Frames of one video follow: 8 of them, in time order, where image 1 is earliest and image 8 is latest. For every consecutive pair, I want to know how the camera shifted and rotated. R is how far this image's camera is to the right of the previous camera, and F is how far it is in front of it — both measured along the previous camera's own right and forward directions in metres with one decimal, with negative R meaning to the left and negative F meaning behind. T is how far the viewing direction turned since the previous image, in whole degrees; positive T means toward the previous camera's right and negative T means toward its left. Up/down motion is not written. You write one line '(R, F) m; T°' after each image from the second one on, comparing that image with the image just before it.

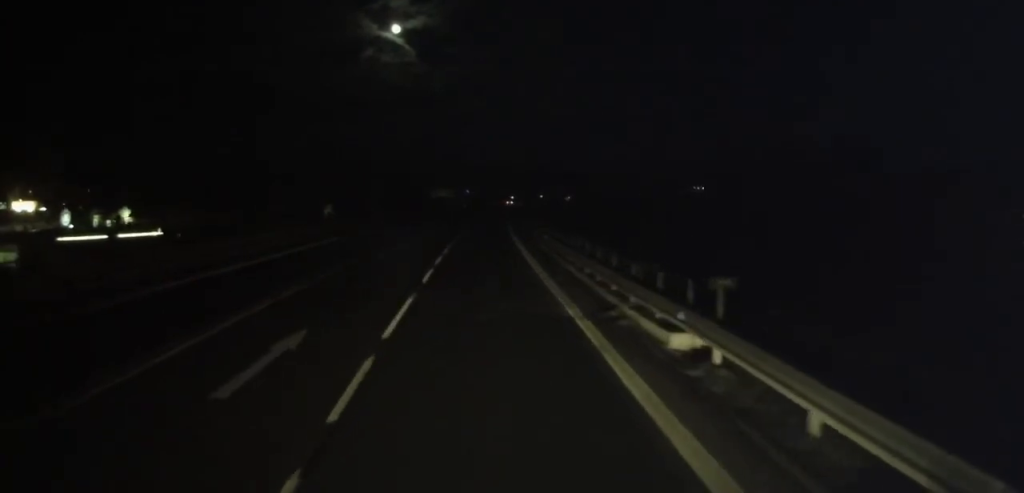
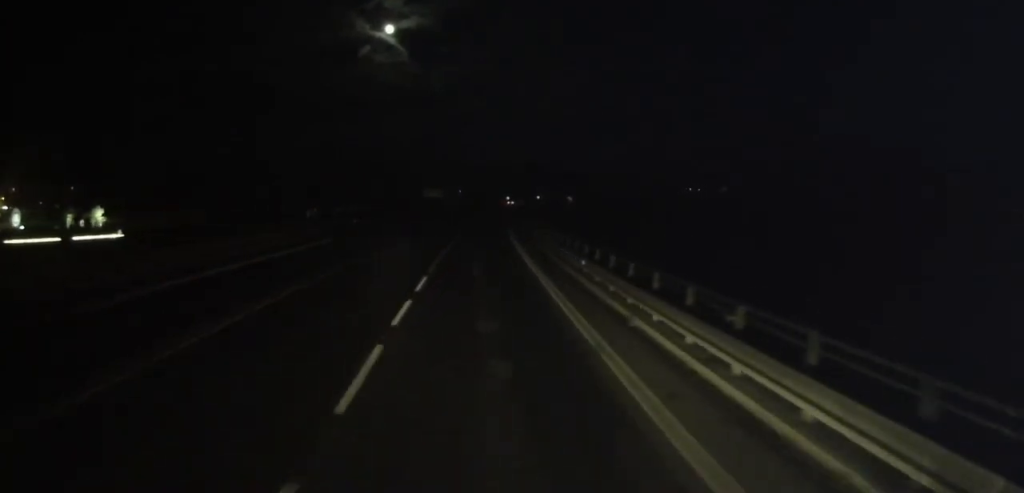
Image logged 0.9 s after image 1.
(0.0, +12.0) m; 0°
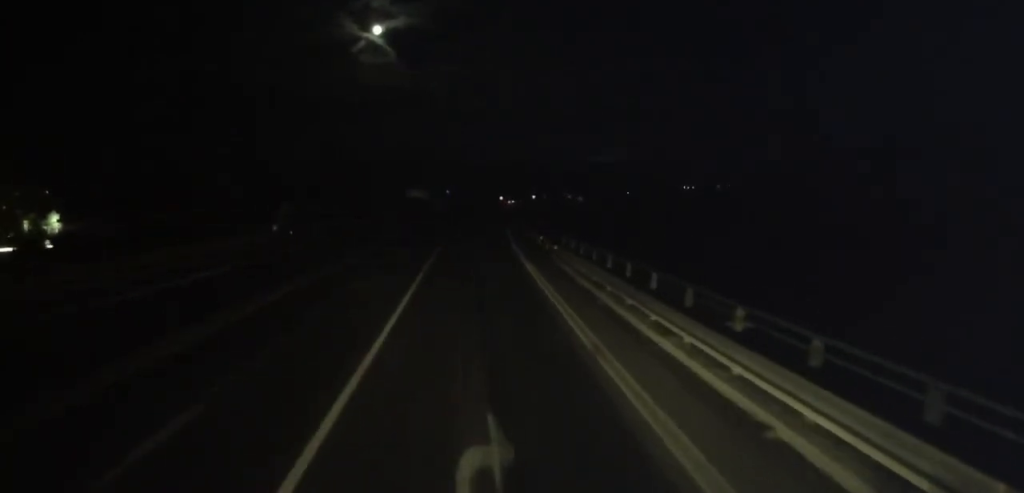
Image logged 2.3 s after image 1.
(0.0, +18.4) m; 0°
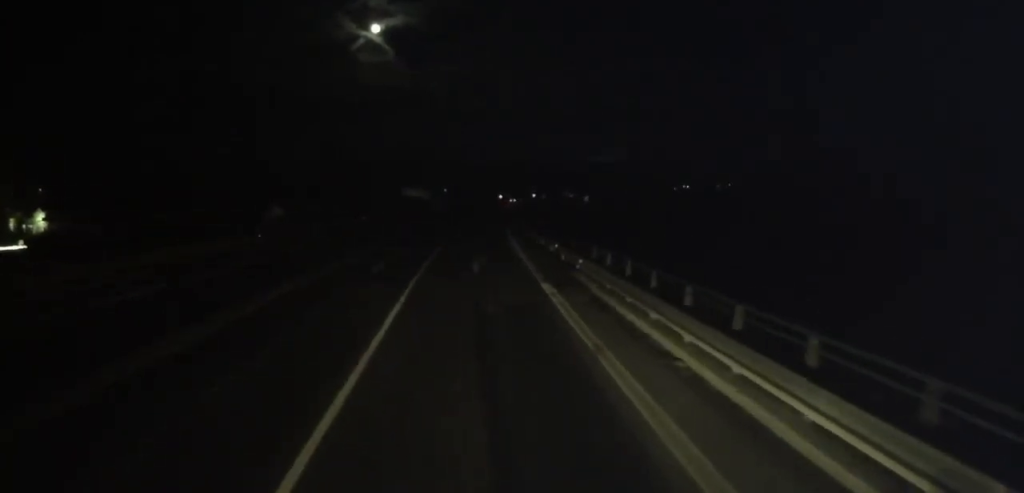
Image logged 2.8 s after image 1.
(0.0, +6.2) m; +1°
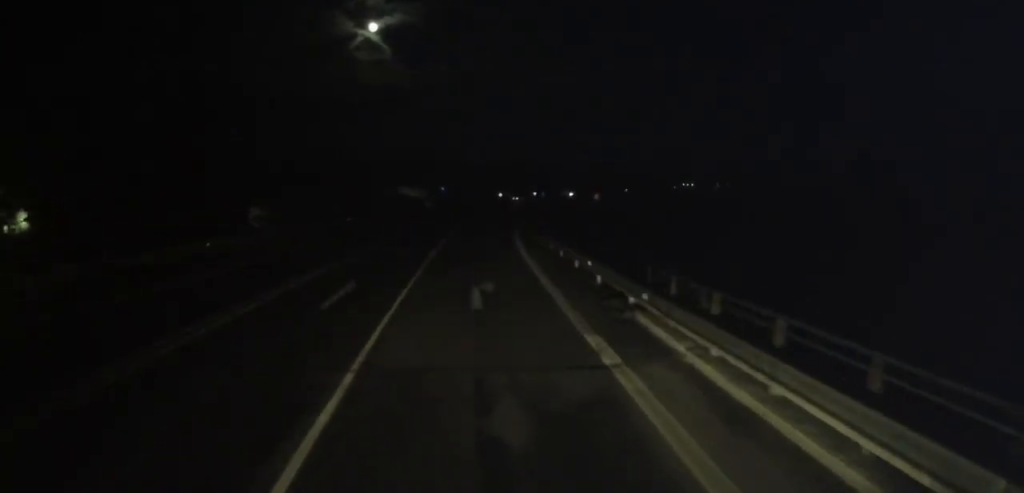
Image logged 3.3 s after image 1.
(-0.1, +7.5) m; +1°
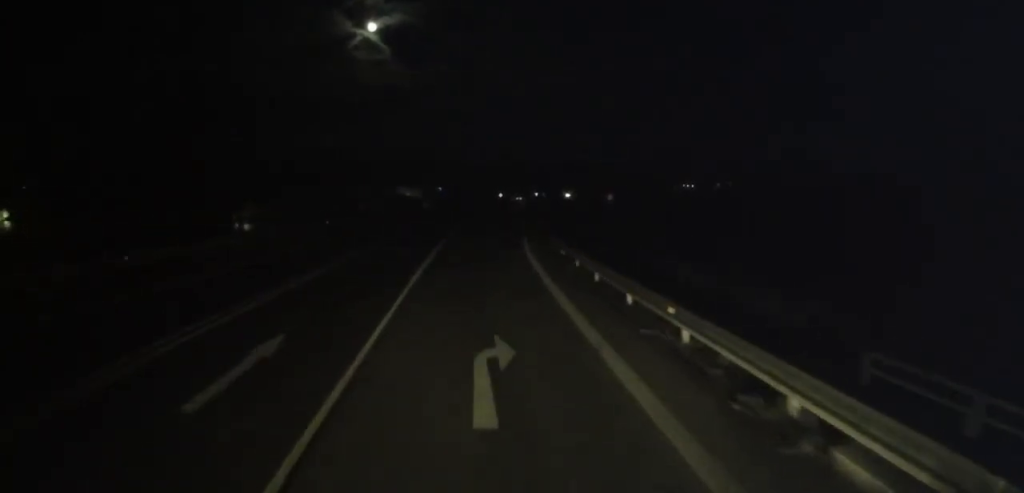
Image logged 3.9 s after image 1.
(+0.4, +7.8) m; 0°
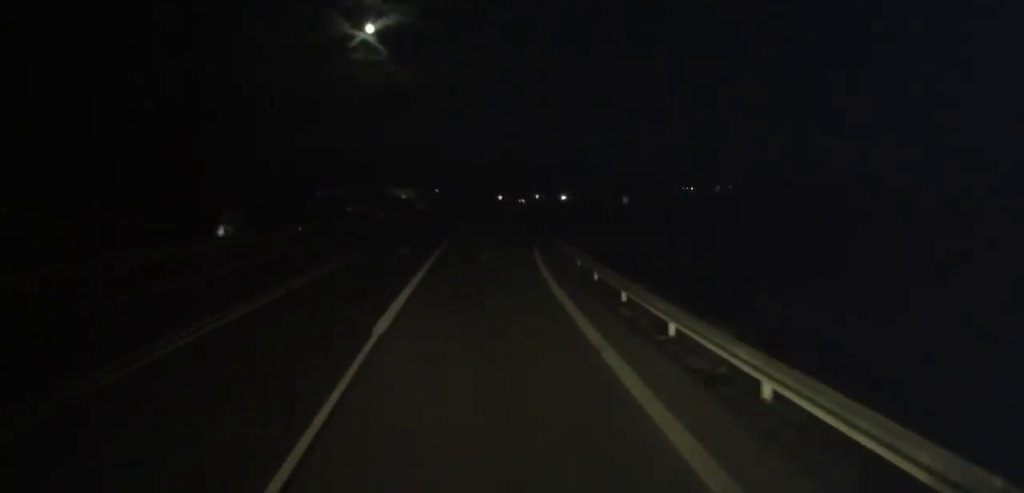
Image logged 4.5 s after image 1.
(0.0, +7.6) m; 0°
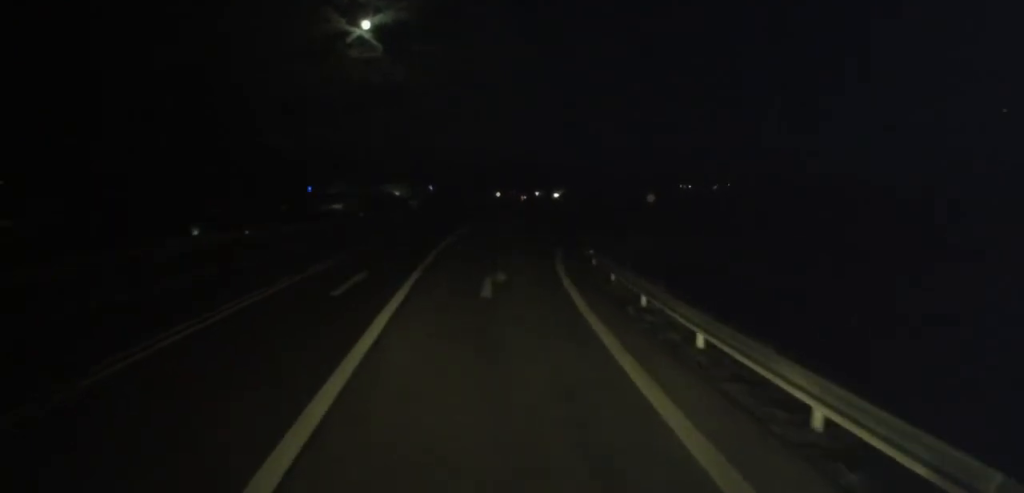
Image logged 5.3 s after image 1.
(-0.3, +9.7) m; +1°
